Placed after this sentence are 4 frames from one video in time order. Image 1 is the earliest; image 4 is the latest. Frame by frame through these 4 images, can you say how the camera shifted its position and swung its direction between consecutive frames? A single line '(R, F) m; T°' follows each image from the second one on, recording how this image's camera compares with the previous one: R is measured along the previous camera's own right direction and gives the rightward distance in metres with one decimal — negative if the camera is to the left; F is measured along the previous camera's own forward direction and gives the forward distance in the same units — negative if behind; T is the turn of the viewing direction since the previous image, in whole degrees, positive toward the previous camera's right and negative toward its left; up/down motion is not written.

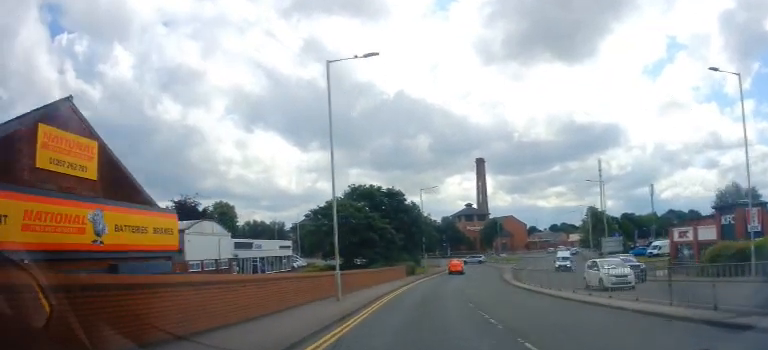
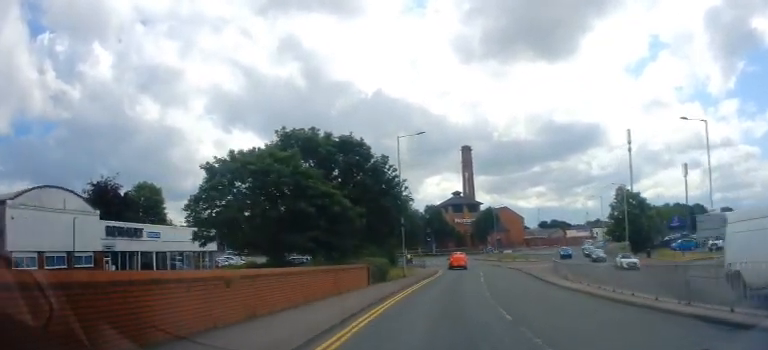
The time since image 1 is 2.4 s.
(+0.3, +22.8) m; +3°
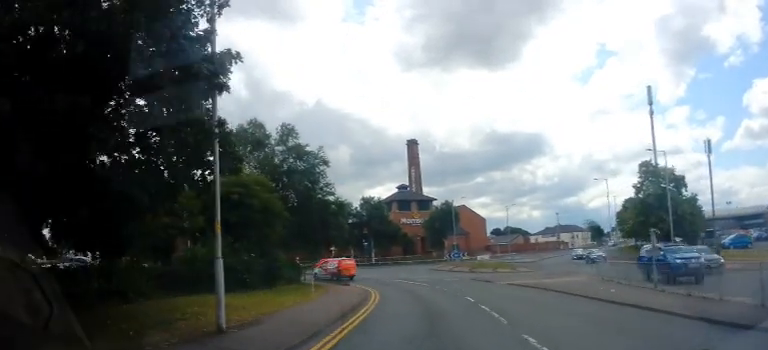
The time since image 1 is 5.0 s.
(+1.6, +25.2) m; +5°
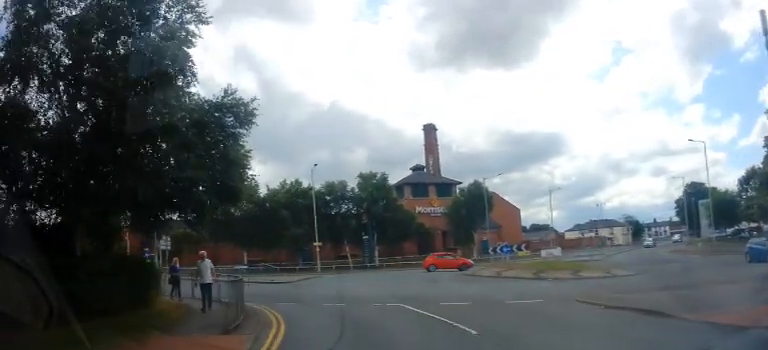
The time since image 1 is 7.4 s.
(+0.5, +20.3) m; -2°
